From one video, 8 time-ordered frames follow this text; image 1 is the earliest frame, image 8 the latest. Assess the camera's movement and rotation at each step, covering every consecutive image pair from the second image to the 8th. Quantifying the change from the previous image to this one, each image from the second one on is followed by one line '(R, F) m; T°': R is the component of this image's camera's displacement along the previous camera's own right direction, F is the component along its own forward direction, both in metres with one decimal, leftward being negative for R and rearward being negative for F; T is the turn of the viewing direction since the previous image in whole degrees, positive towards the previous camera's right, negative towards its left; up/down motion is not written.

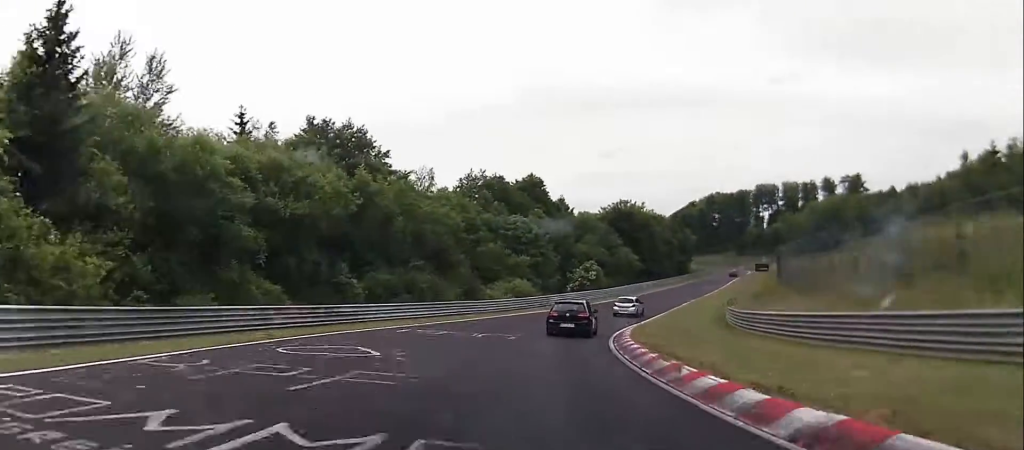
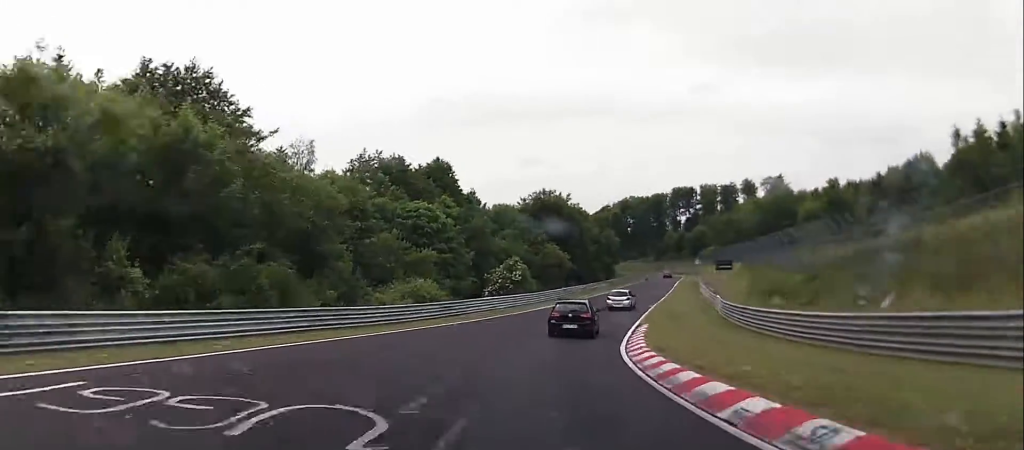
(+0.8, +17.7) m; +3°
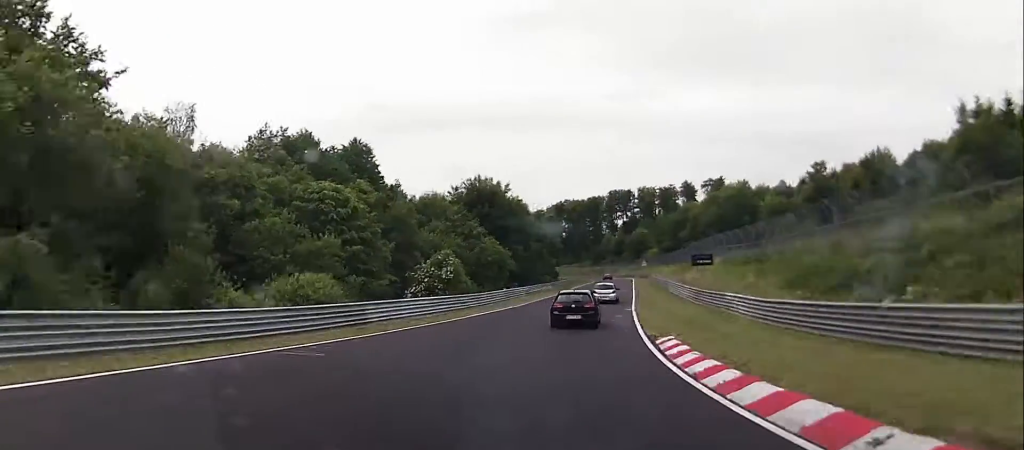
(+0.3, +13.3) m; +1°
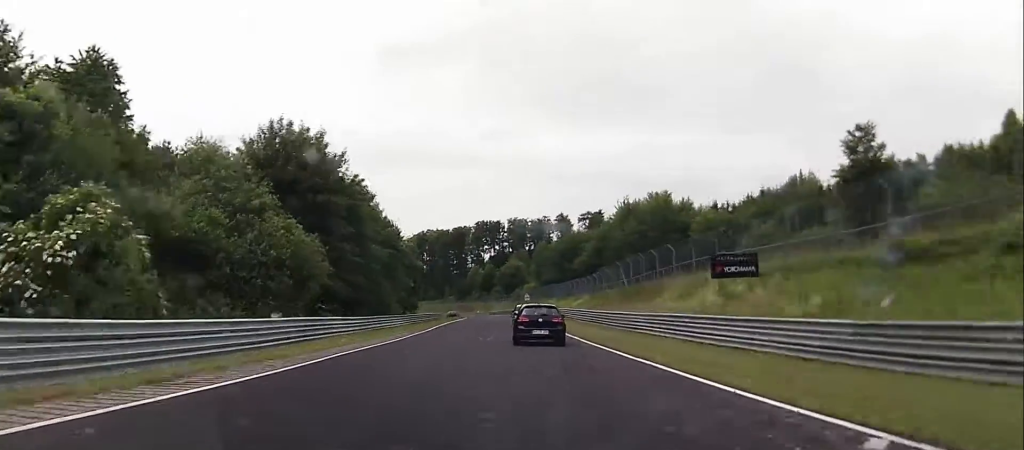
(+0.7, +34.0) m; +1°
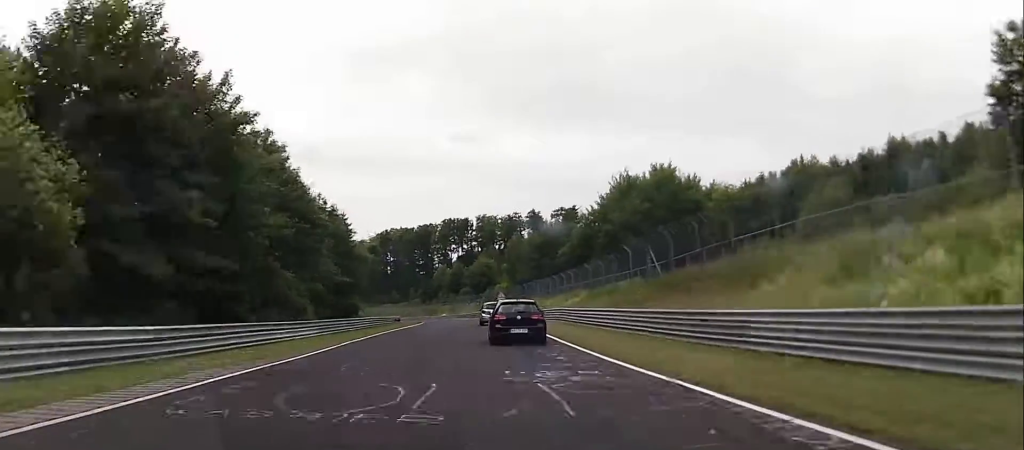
(-0.3, +18.9) m; 0°
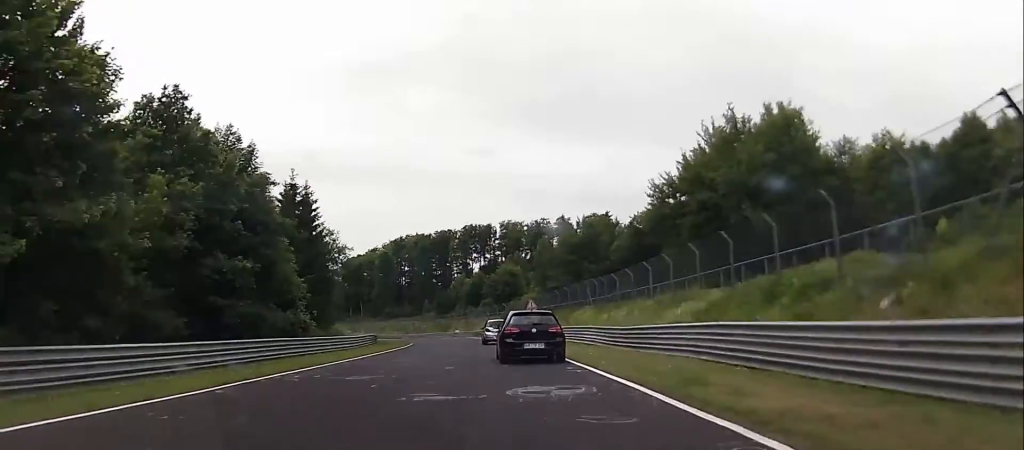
(+0.3, +28.6) m; +5°
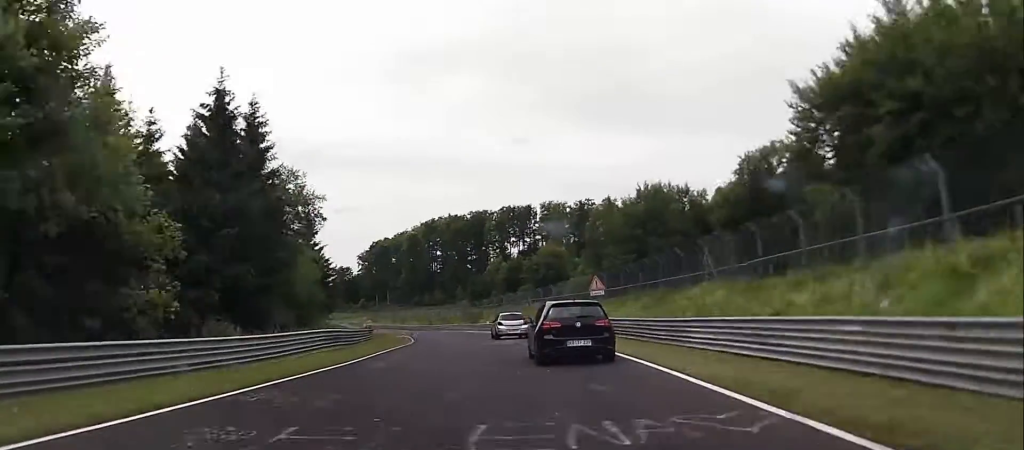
(+1.3, +24.3) m; +8°
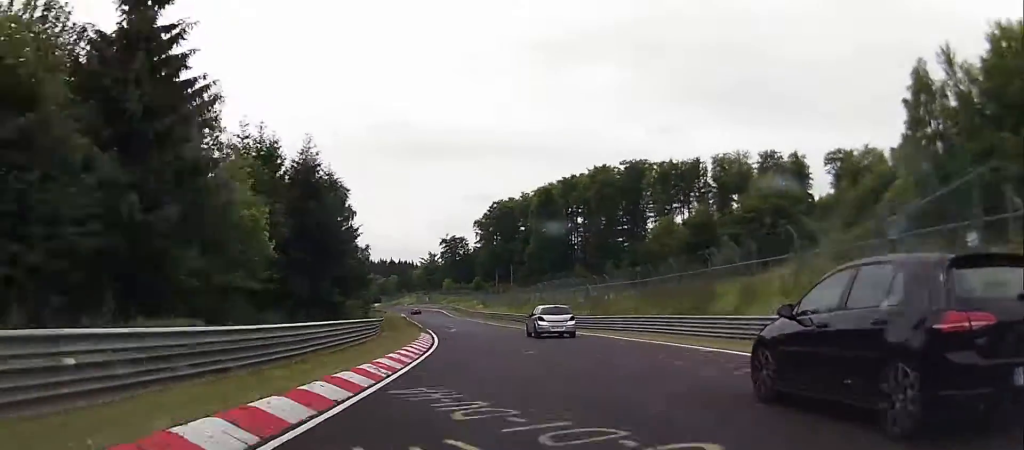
(+9.3, +59.8) m; +7°
